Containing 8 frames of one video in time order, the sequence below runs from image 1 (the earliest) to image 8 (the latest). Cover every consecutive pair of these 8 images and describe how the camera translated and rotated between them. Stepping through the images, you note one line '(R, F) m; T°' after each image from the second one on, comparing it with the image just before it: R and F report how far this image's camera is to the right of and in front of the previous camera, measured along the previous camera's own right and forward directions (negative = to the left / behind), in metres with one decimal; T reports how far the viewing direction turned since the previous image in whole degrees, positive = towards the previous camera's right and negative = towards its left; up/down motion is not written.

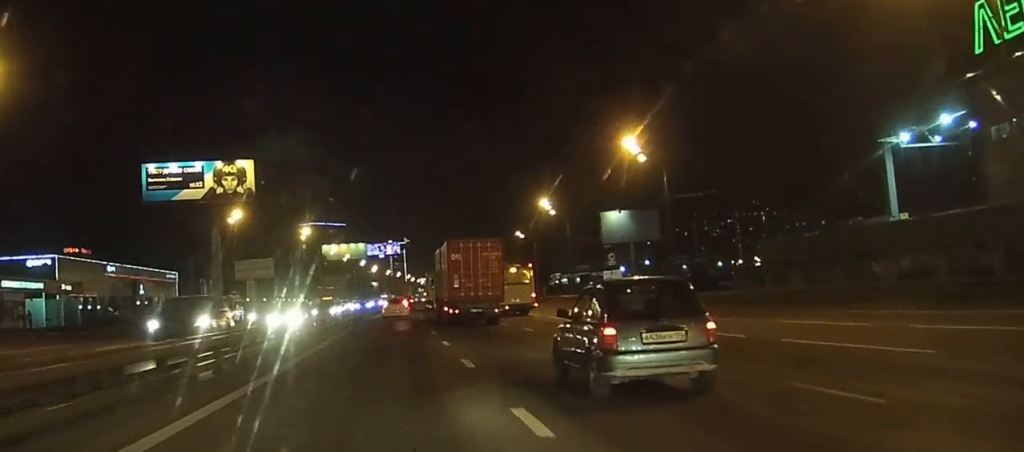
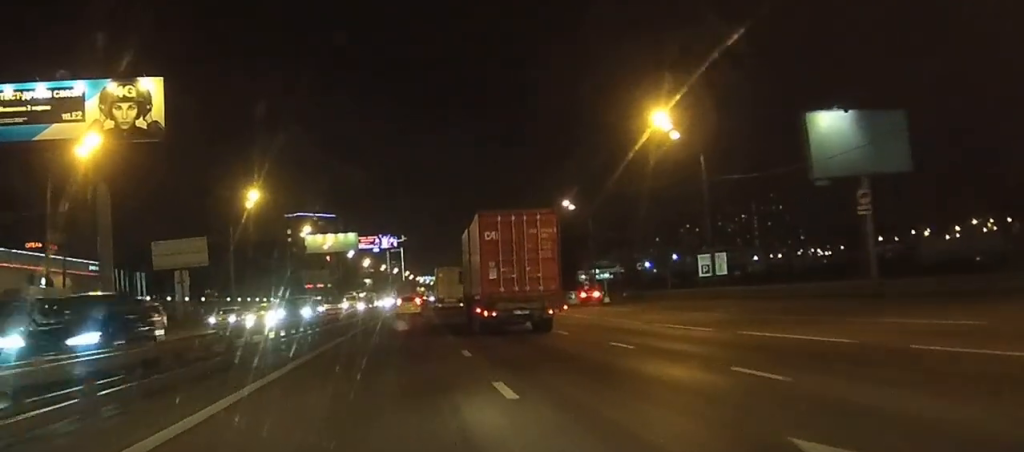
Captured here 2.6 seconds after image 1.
(+0.7, +44.7) m; +1°
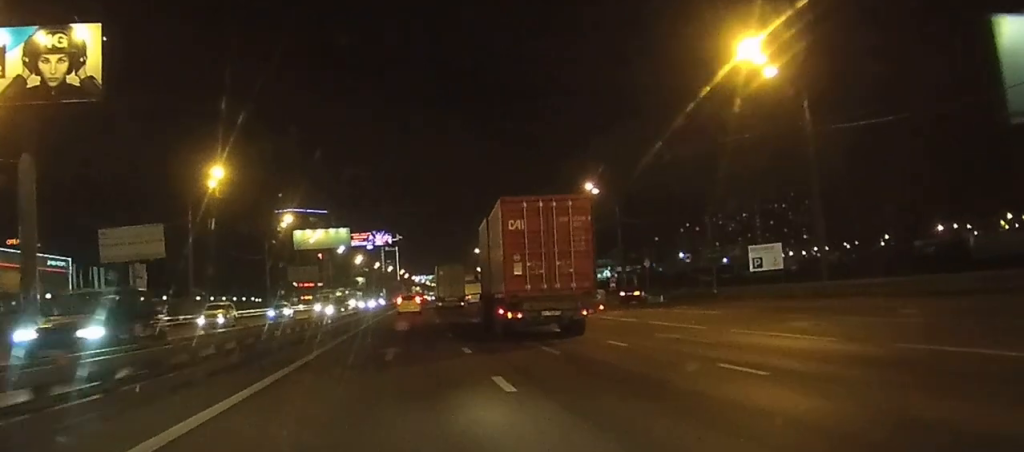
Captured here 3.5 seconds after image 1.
(+0.1, +15.1) m; 0°
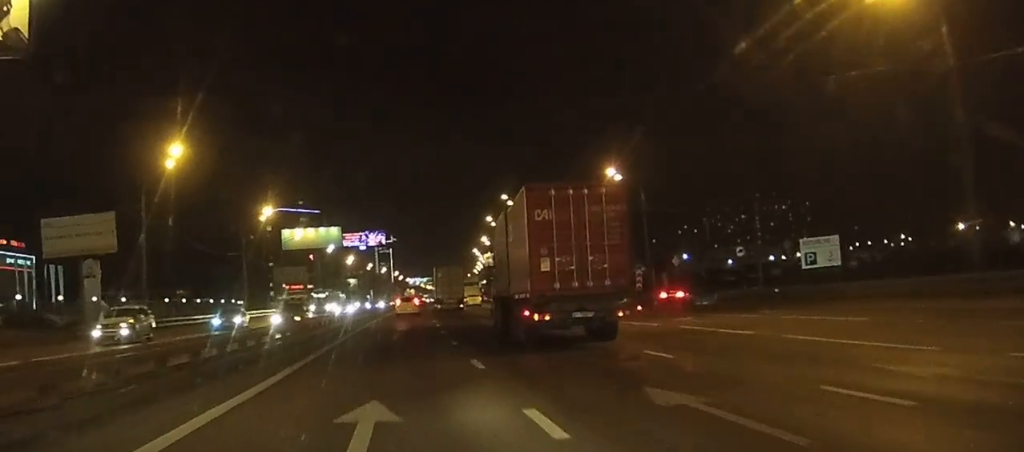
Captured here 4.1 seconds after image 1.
(-0.1, +11.7) m; 0°
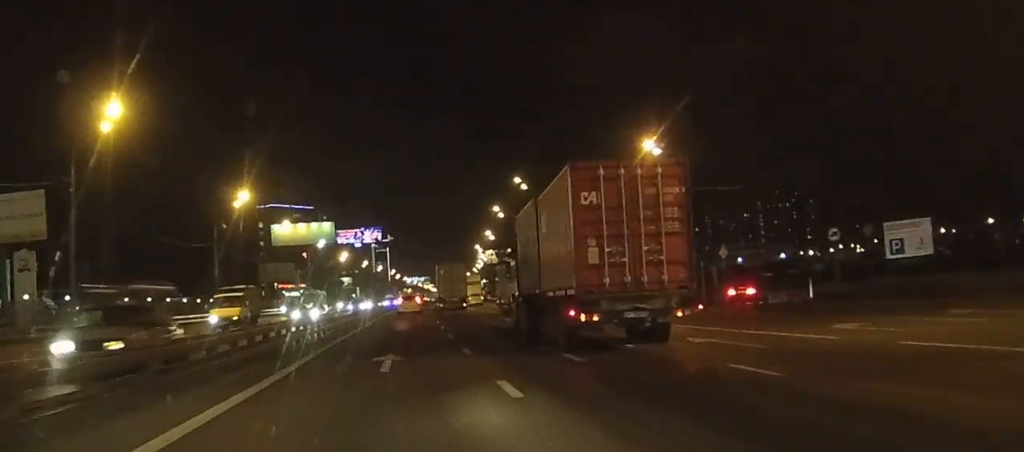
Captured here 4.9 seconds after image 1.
(0.0, +12.9) m; 0°
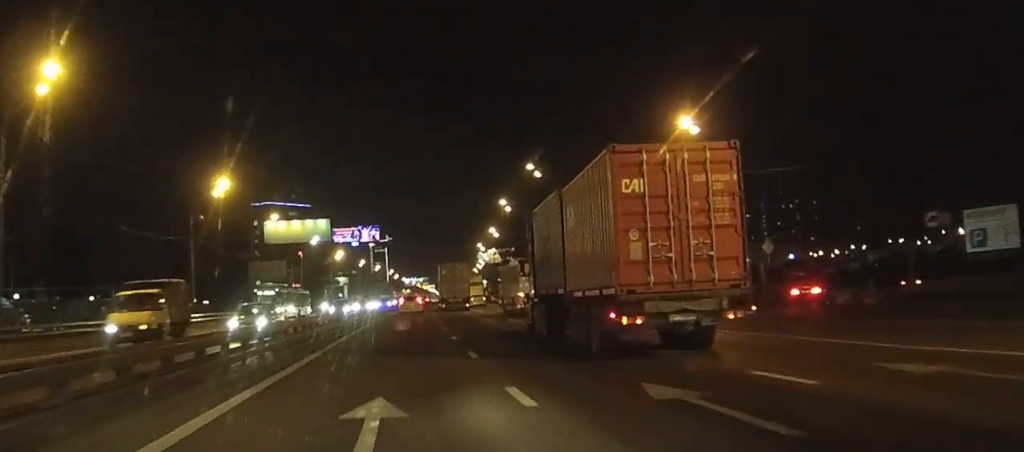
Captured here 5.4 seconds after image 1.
(0.0, +8.8) m; 0°
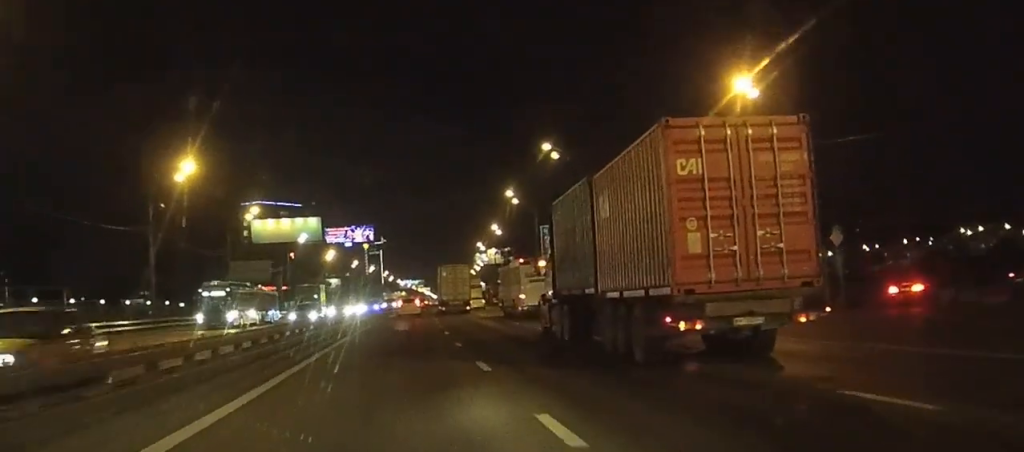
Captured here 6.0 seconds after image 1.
(+0.1, +10.6) m; +1°
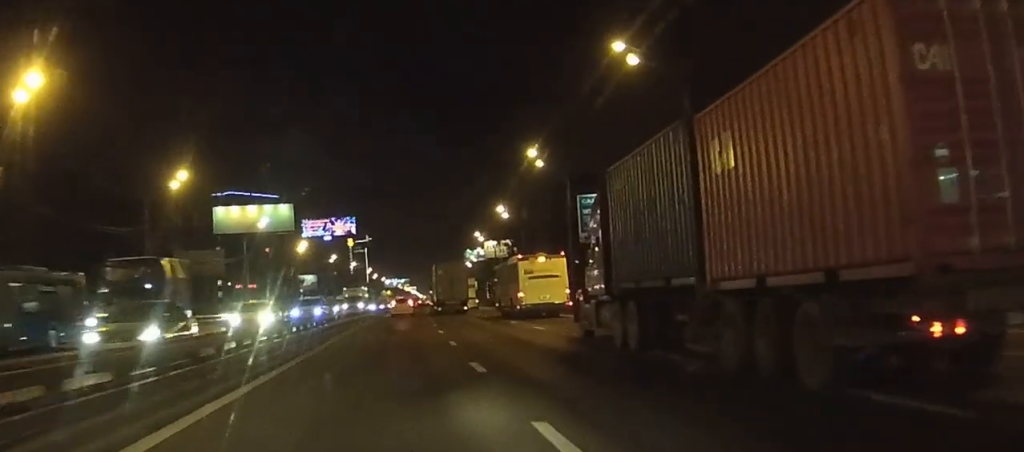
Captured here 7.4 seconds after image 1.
(+0.2, +24.7) m; +1°
